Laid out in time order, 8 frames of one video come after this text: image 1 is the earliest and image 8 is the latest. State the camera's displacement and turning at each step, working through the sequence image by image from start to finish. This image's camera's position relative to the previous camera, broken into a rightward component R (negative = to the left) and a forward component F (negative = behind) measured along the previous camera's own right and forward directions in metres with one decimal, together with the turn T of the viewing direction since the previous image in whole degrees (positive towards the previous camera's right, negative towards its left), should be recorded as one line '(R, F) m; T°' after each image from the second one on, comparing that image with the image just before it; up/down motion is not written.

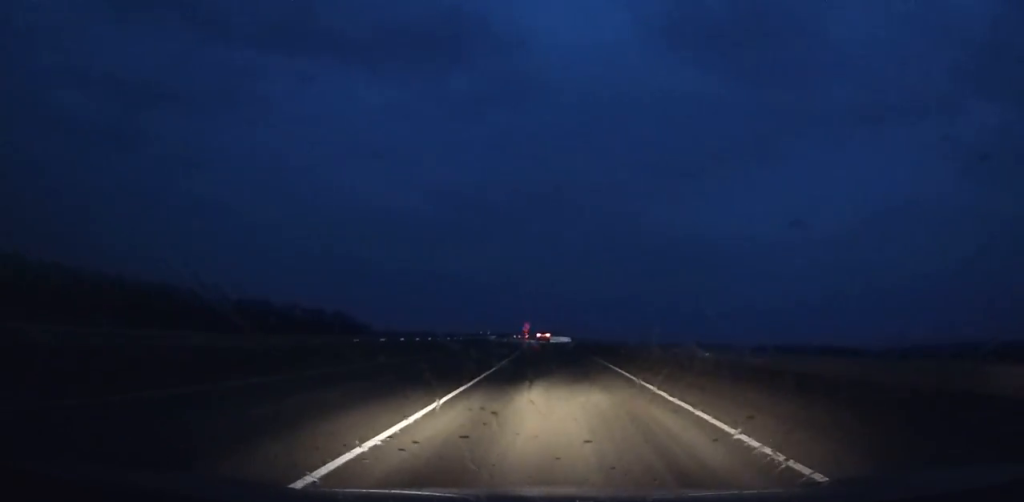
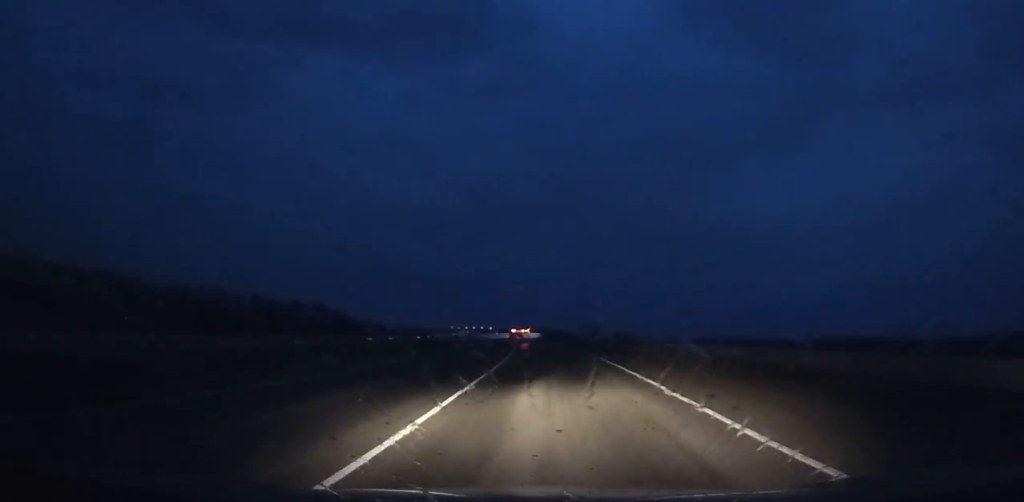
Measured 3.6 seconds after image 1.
(-3.6, +92.6) m; -5°
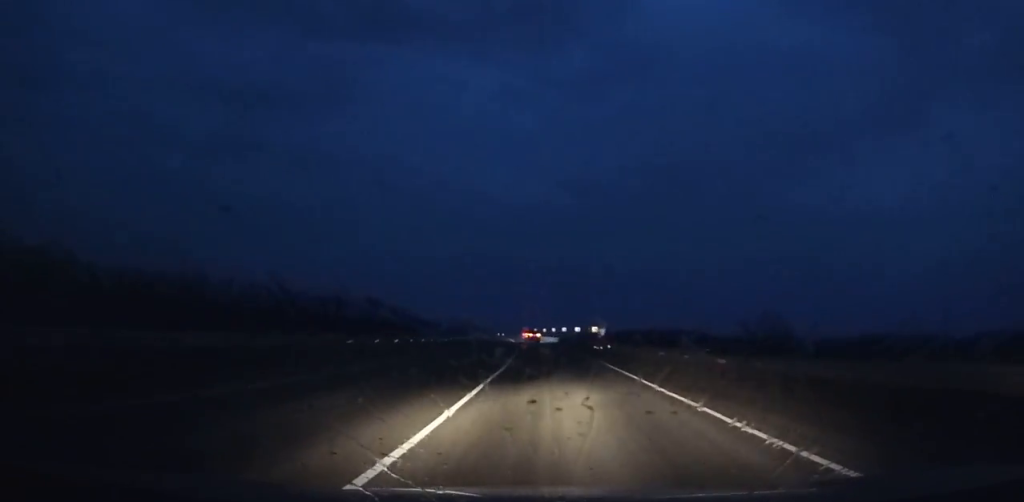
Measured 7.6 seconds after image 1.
(-7.8, +102.9) m; -9°
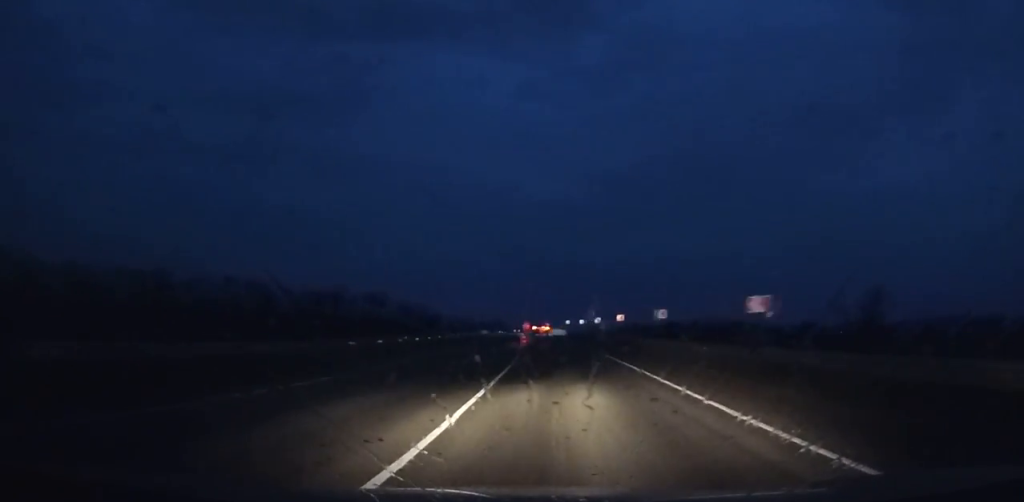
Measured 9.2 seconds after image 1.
(-1.3, +41.4) m; -3°
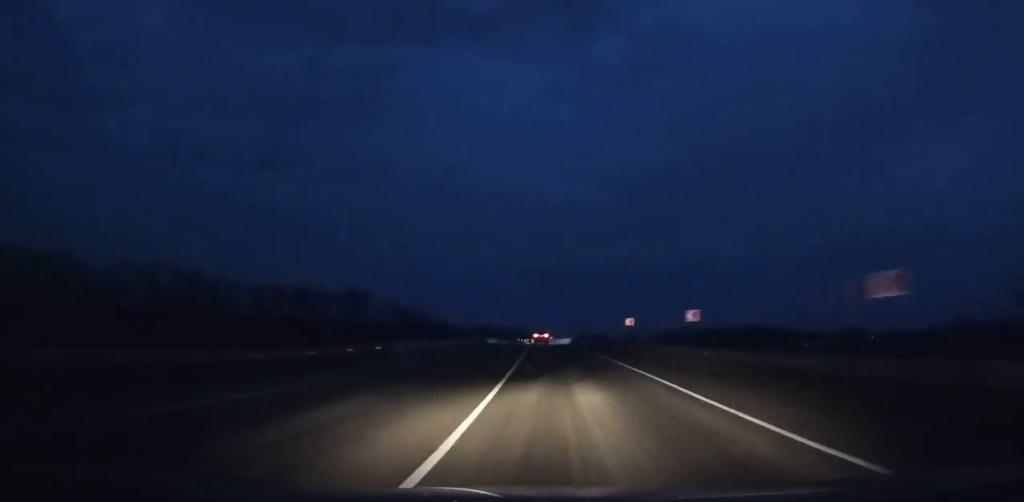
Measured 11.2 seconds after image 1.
(-1.3, +51.7) m; -3°
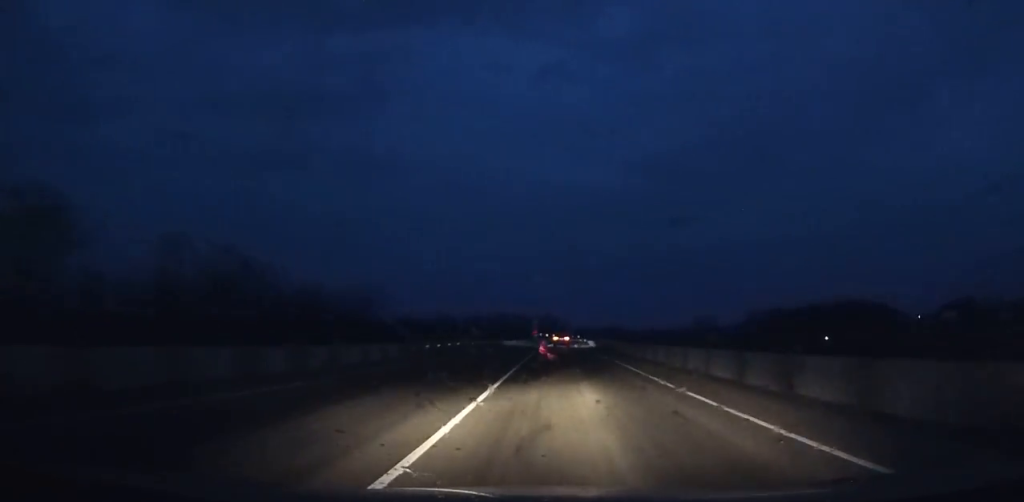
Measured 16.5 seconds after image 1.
(-4.9, +135.3) m; -2°
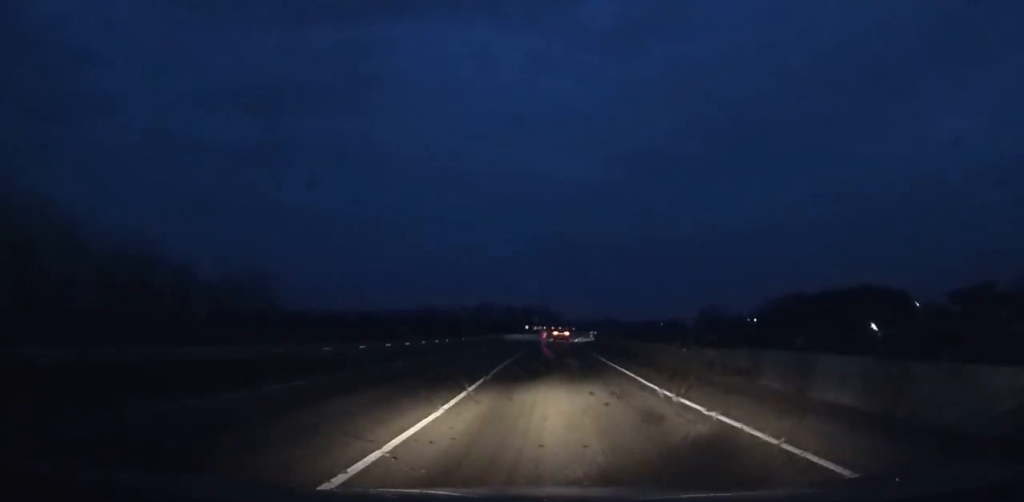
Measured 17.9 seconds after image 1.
(-0.1, +35.5) m; +1°
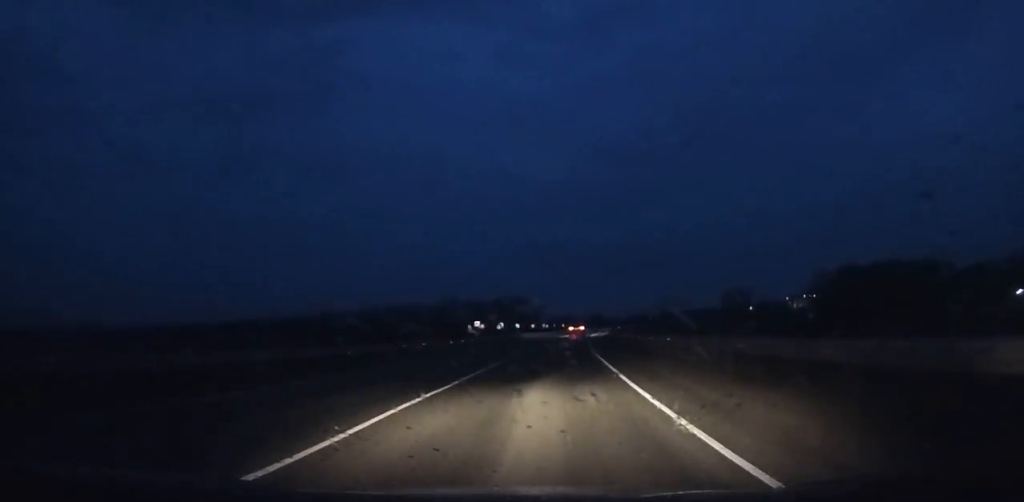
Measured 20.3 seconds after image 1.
(+0.2, +60.7) m; +2°
